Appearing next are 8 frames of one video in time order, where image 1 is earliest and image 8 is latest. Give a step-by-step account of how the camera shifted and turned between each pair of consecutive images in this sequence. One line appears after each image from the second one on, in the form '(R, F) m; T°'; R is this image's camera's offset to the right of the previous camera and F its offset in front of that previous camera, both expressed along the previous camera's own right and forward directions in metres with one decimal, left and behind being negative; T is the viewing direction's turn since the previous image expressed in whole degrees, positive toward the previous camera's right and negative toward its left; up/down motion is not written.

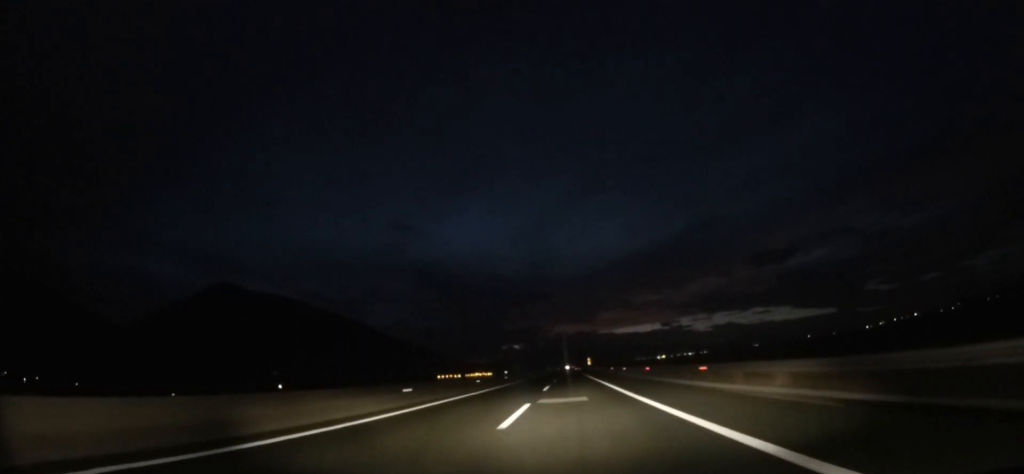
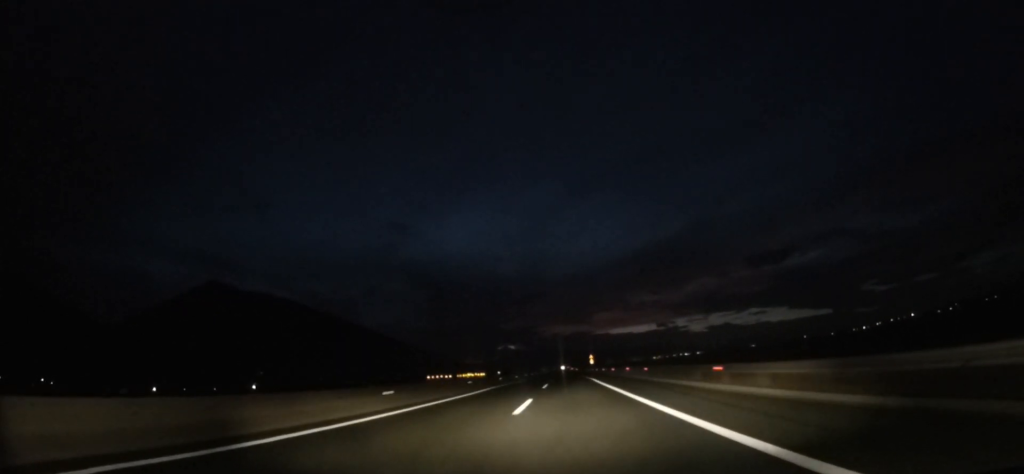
(-0.1, +52.7) m; +1°
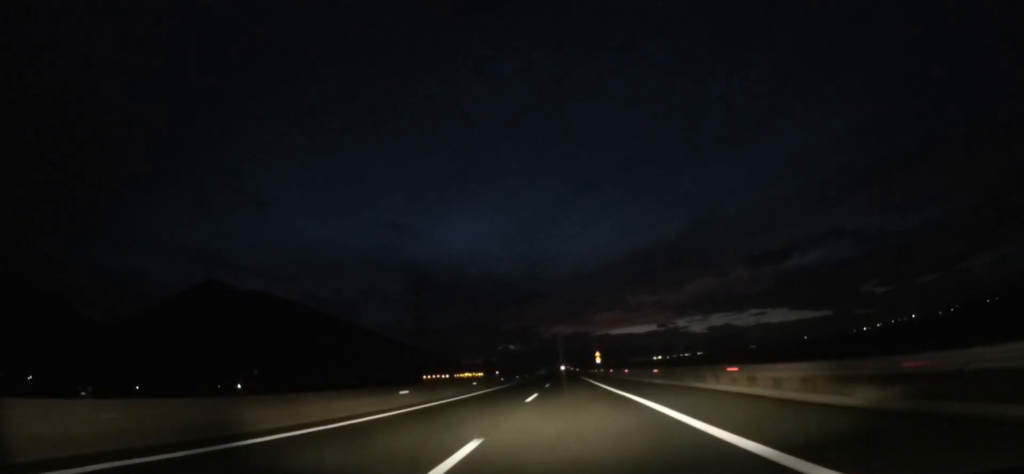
(+0.4, +31.5) m; 0°
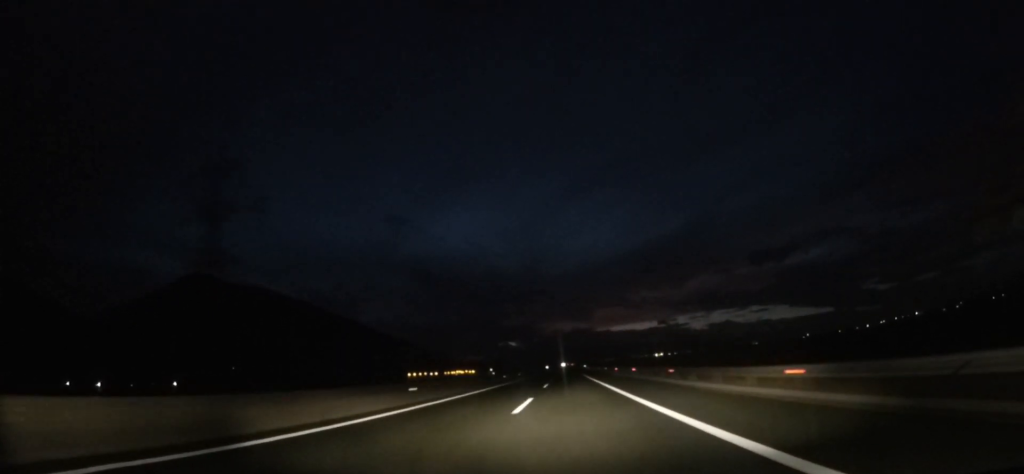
(+0.9, +112.9) m; 0°
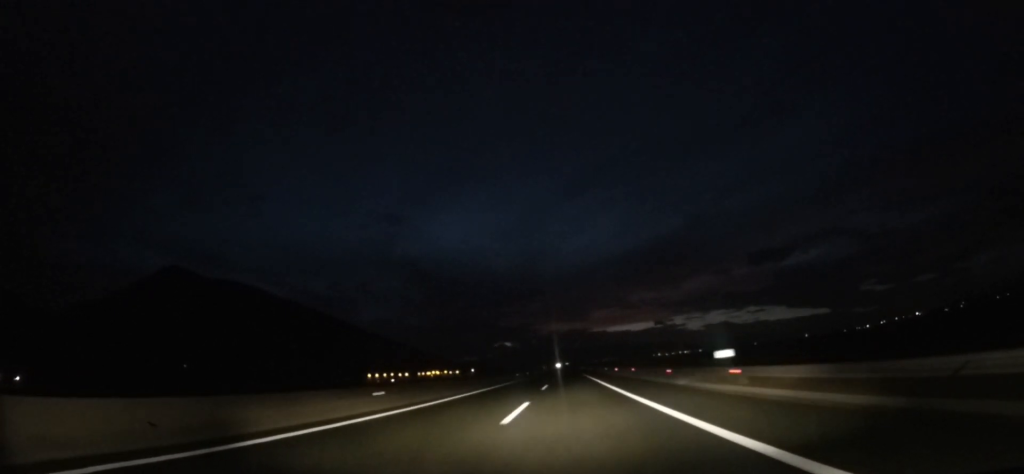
(-0.3, +183.0) m; 0°
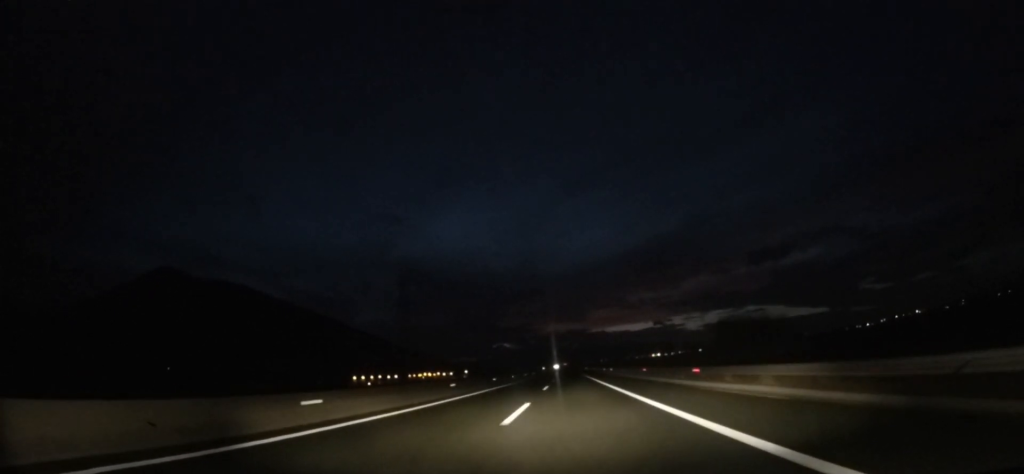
(+0.1, +57.7) m; 0°
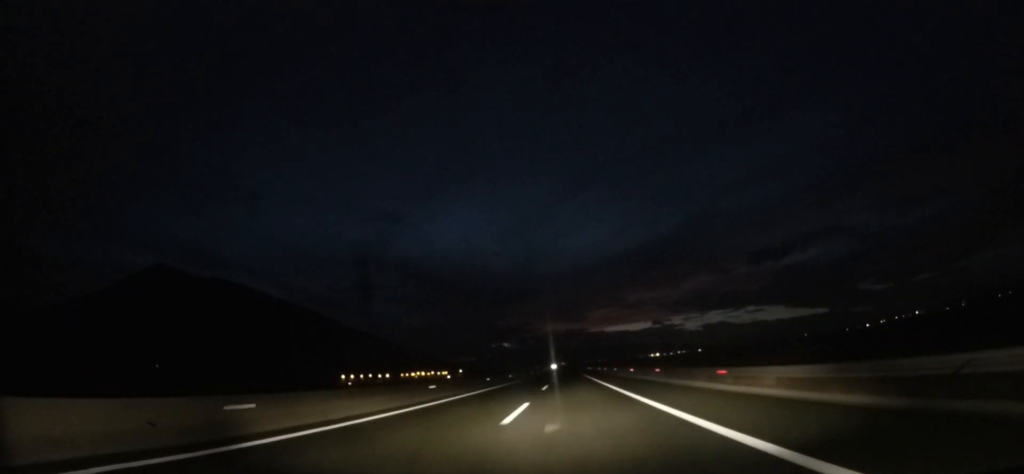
(0.0, +41.5) m; 0°
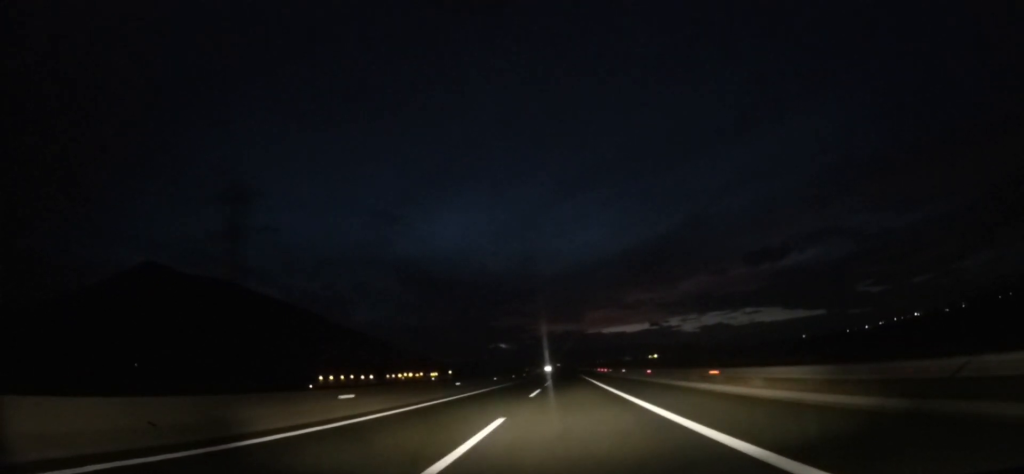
(+0.3, +72.5) m; +1°
